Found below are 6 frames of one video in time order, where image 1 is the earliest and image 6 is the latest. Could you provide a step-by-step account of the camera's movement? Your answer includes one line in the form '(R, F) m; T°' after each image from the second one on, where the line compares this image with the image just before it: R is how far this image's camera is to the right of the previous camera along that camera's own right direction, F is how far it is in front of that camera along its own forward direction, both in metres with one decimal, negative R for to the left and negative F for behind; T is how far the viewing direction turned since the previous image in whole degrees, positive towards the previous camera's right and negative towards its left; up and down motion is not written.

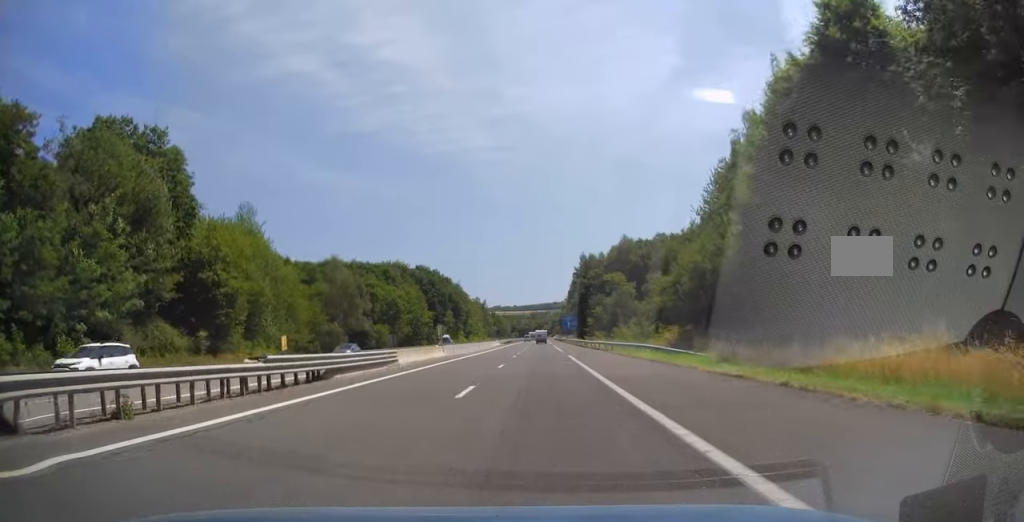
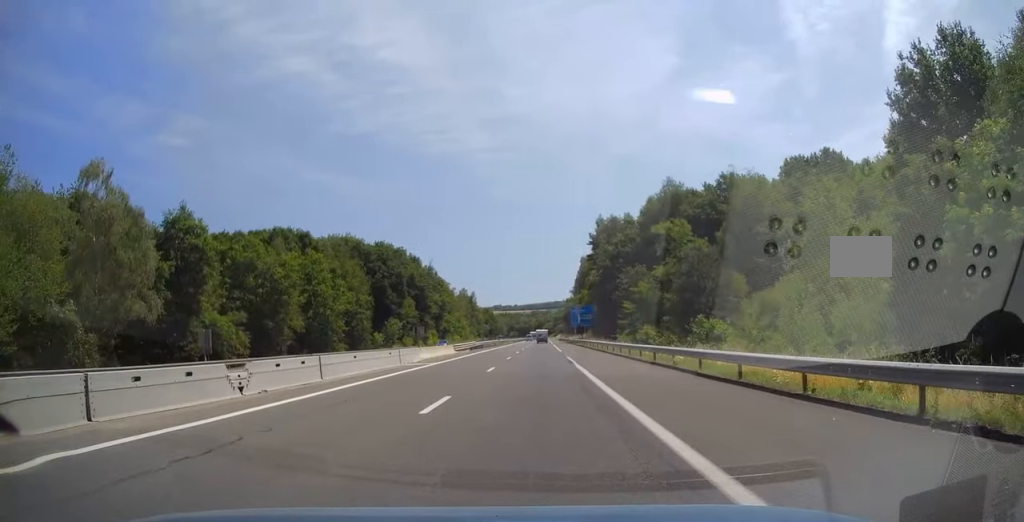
(0.0, +54.7) m; 0°
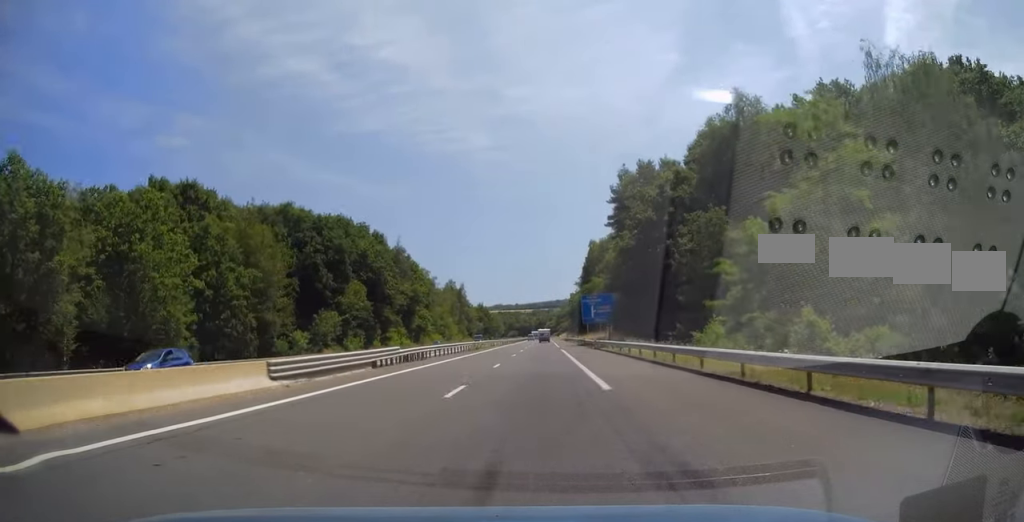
(0.0, +36.4) m; 0°
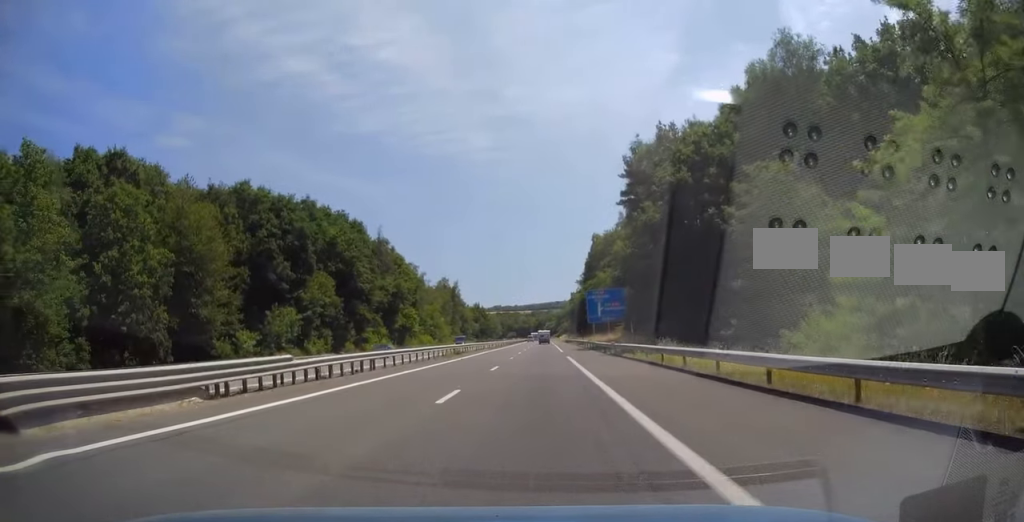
(0.0, +14.0) m; 0°
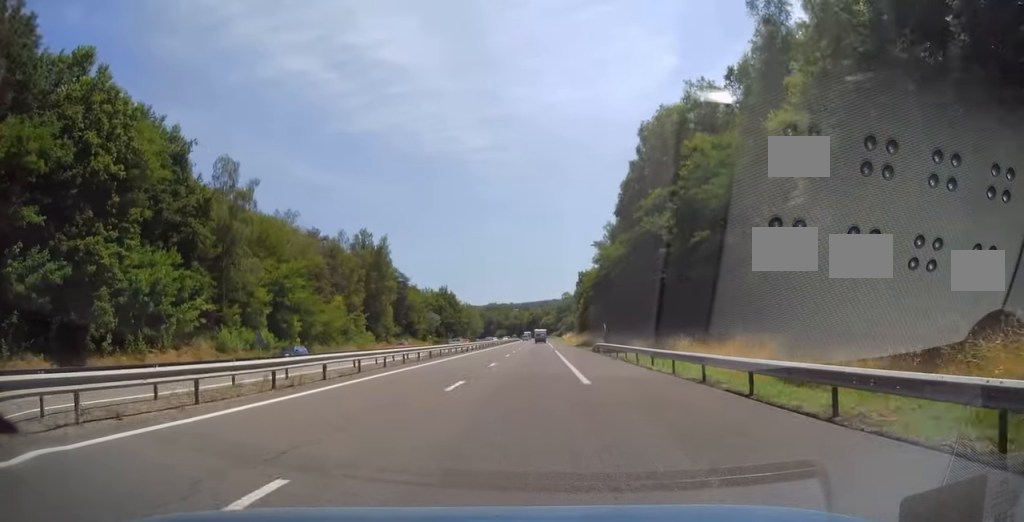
(+0.1, +87.9) m; 0°
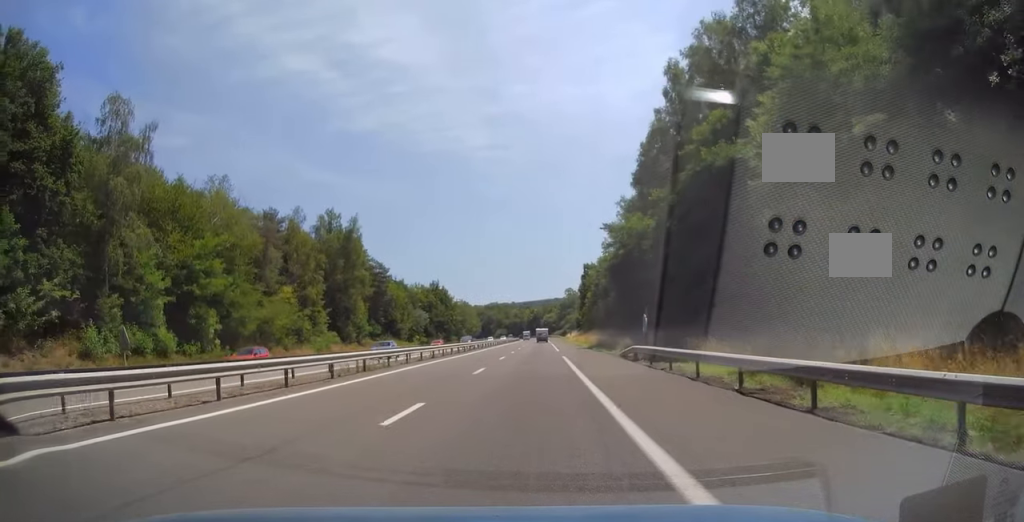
(0.0, +19.2) m; 0°
